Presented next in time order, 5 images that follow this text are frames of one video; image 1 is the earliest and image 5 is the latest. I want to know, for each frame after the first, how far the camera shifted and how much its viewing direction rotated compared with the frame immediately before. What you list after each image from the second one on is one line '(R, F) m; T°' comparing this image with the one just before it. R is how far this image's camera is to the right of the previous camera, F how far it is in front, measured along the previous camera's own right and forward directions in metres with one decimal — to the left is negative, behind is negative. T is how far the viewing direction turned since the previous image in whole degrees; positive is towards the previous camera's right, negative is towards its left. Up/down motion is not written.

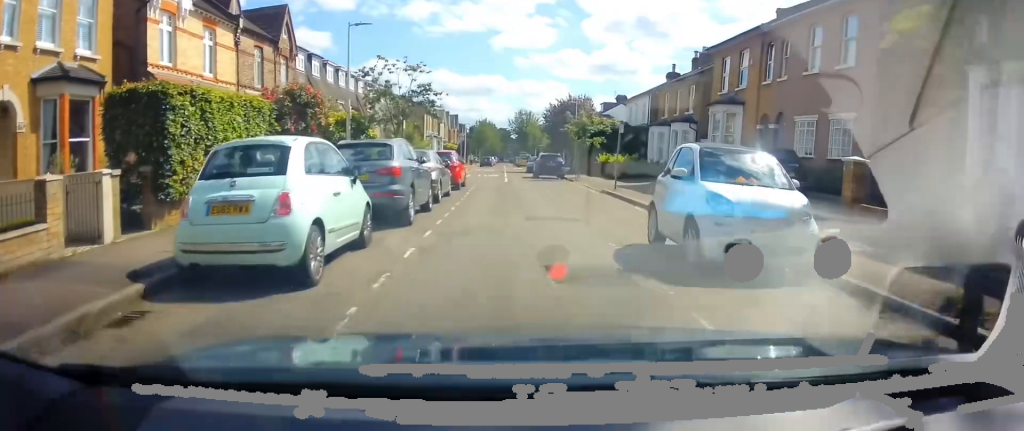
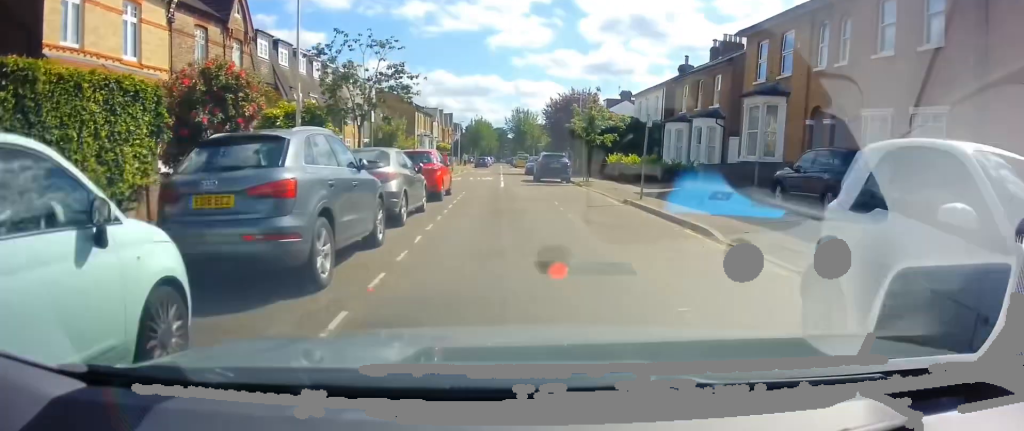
(0.0, +5.2) m; 0°
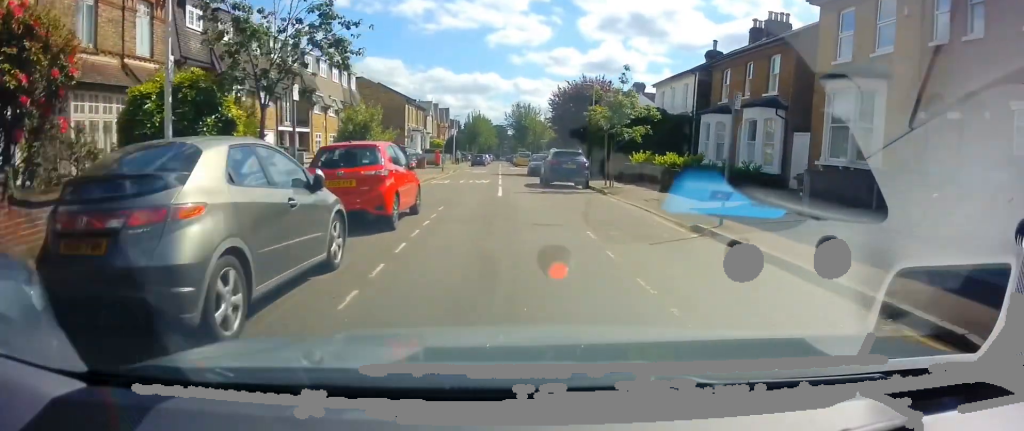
(0.0, +6.9) m; -1°
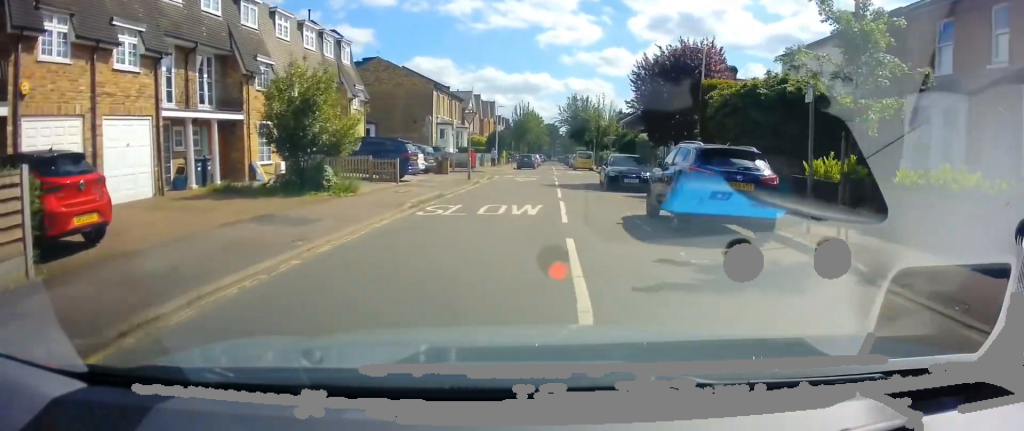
(-0.4, +12.9) m; -4°
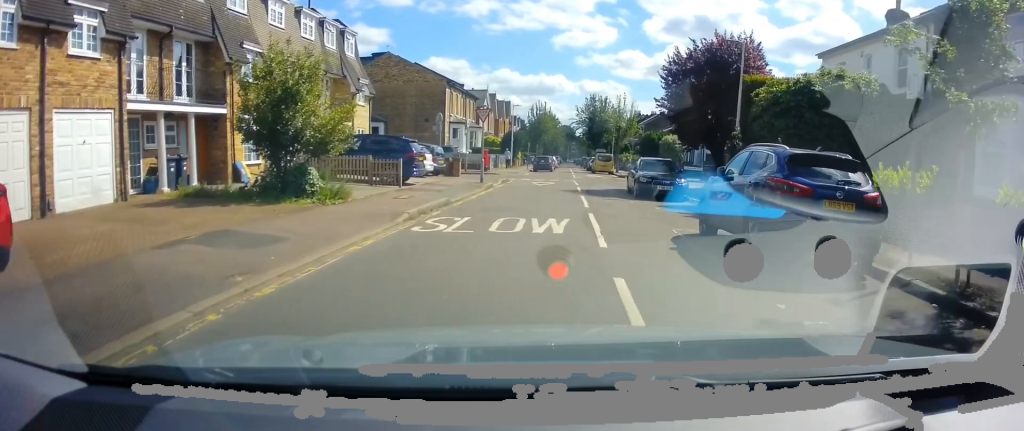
(0.0, +2.4) m; 0°
